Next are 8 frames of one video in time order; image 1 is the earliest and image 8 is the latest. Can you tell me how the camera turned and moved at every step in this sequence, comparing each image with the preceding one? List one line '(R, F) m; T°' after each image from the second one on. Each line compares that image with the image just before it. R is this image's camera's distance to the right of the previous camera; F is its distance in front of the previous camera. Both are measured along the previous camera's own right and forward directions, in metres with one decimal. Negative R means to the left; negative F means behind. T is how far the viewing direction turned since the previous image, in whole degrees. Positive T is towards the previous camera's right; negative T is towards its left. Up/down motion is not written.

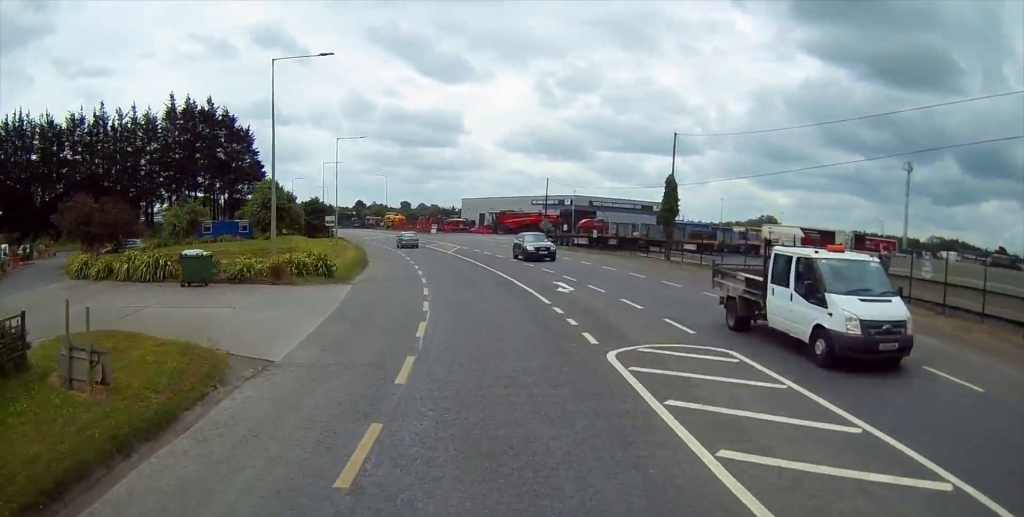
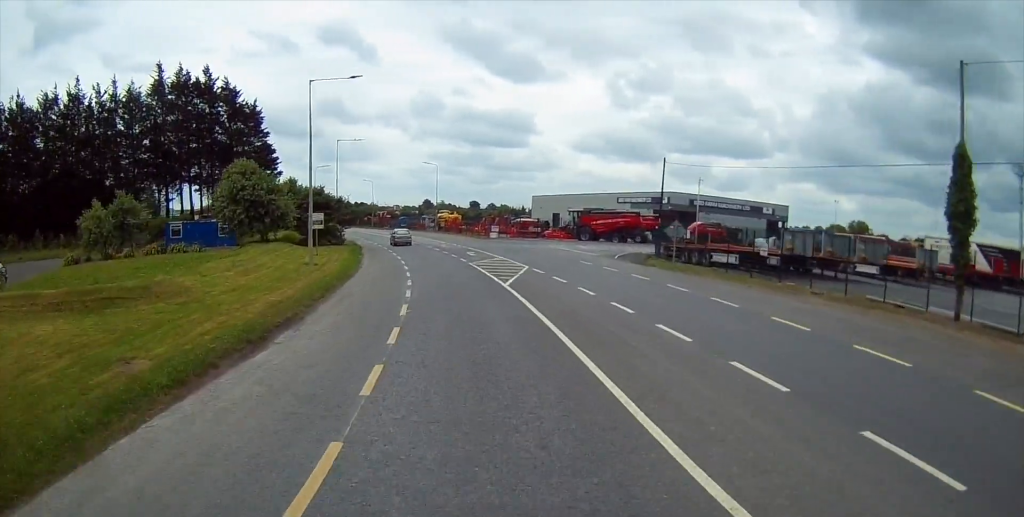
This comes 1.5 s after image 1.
(-1.2, +25.4) m; -5°
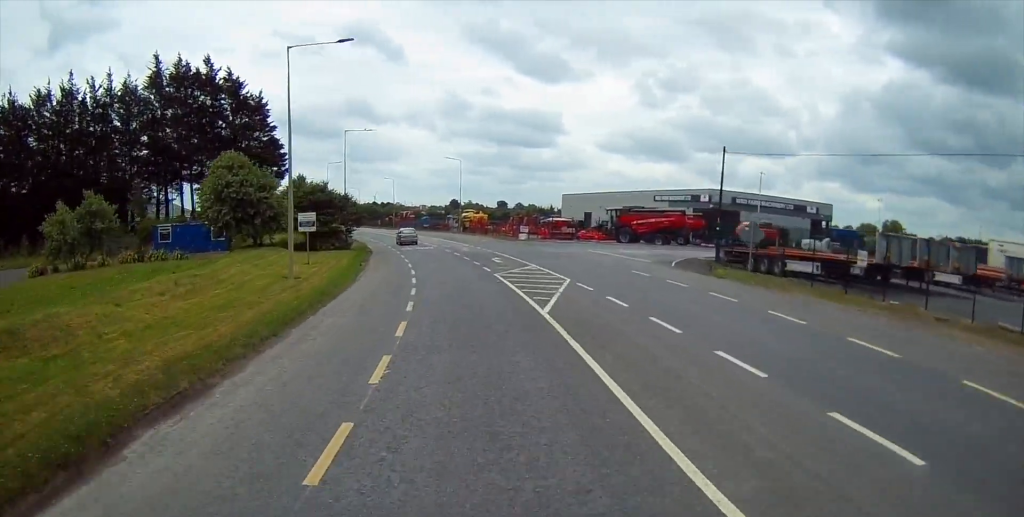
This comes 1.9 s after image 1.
(-0.1, +7.4) m; -2°
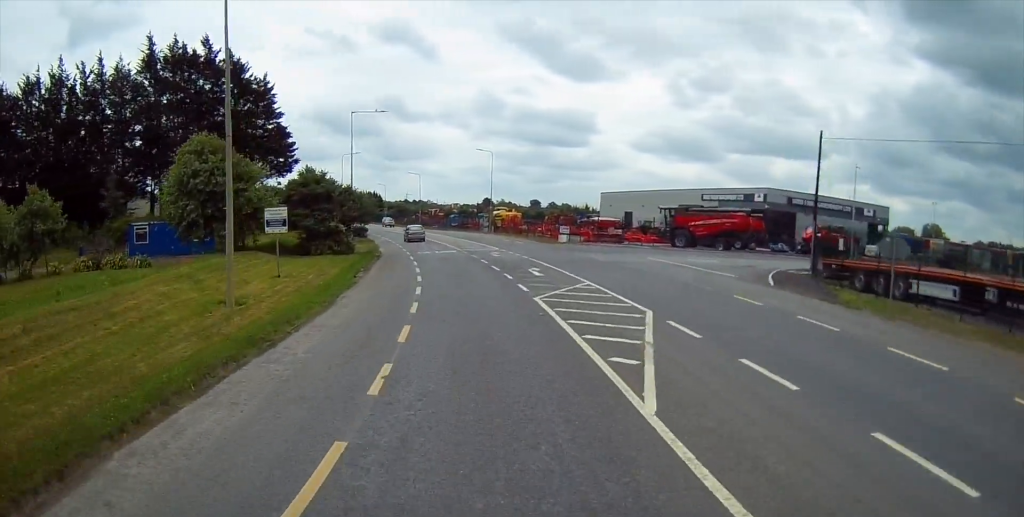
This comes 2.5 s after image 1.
(-0.2, +9.1) m; -2°
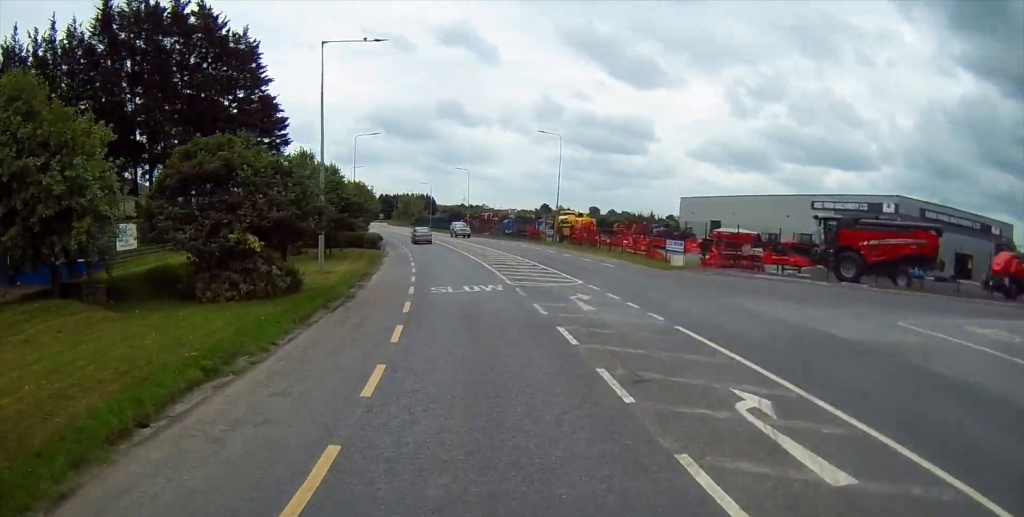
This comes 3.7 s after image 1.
(-1.0, +20.7) m; -5°
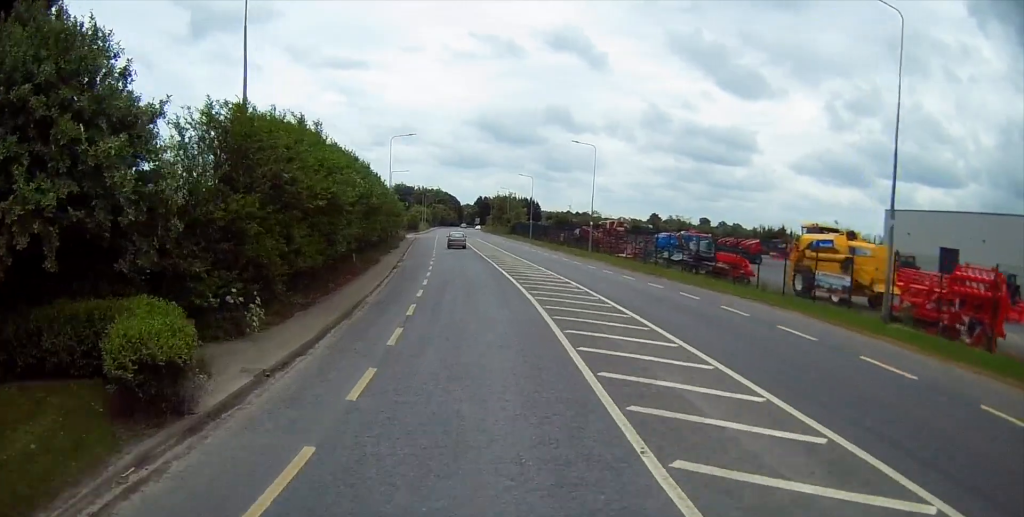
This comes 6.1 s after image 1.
(-3.6, +41.6) m; -9°
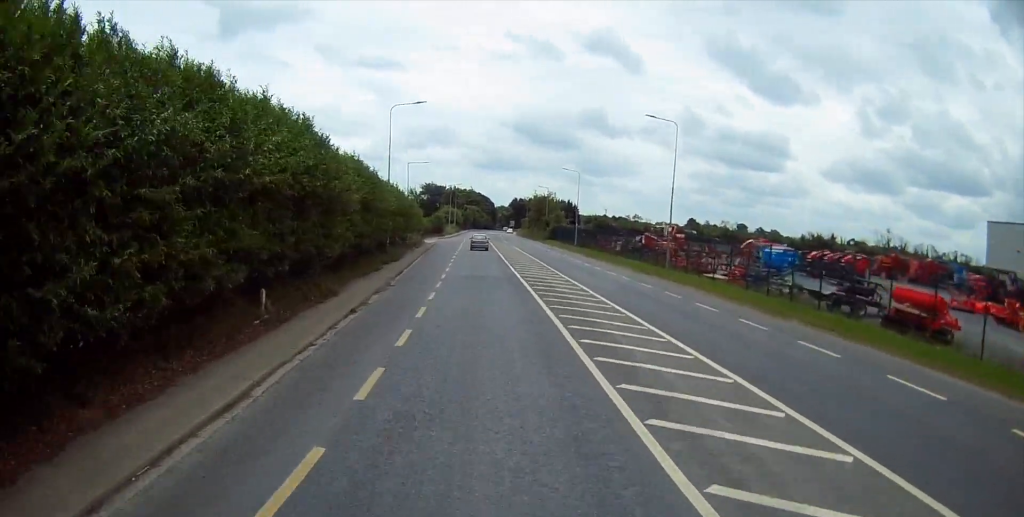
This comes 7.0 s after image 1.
(-0.4, +16.8) m; -2°
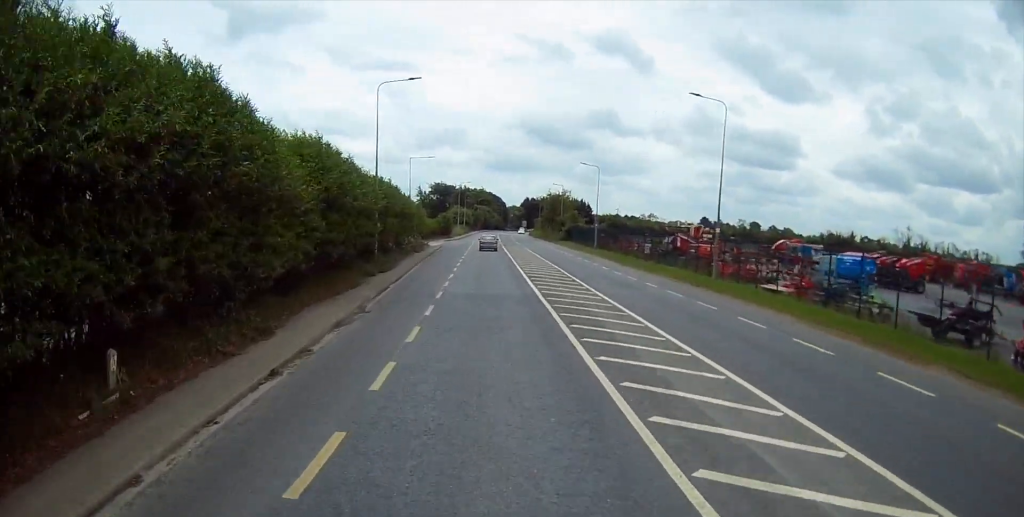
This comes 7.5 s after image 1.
(-0.1, +7.6) m; -1°
